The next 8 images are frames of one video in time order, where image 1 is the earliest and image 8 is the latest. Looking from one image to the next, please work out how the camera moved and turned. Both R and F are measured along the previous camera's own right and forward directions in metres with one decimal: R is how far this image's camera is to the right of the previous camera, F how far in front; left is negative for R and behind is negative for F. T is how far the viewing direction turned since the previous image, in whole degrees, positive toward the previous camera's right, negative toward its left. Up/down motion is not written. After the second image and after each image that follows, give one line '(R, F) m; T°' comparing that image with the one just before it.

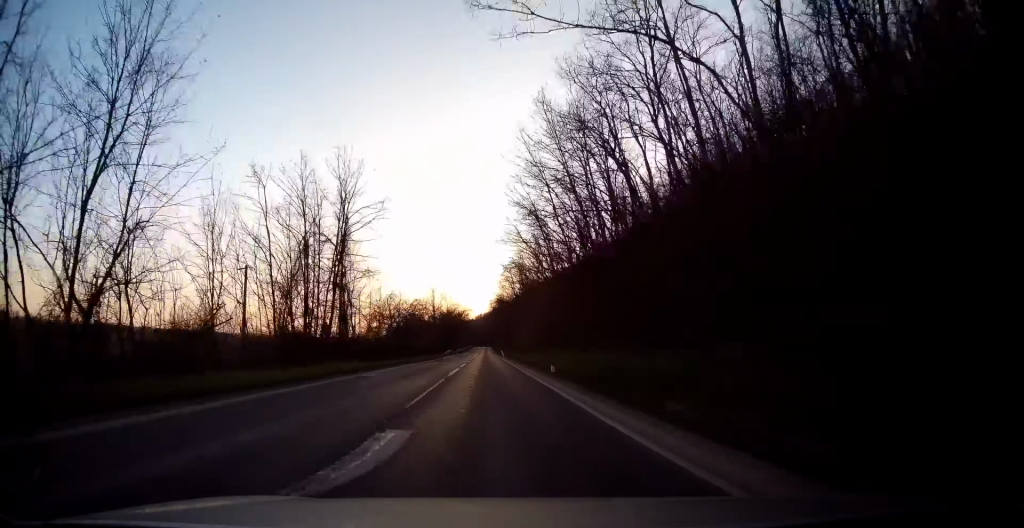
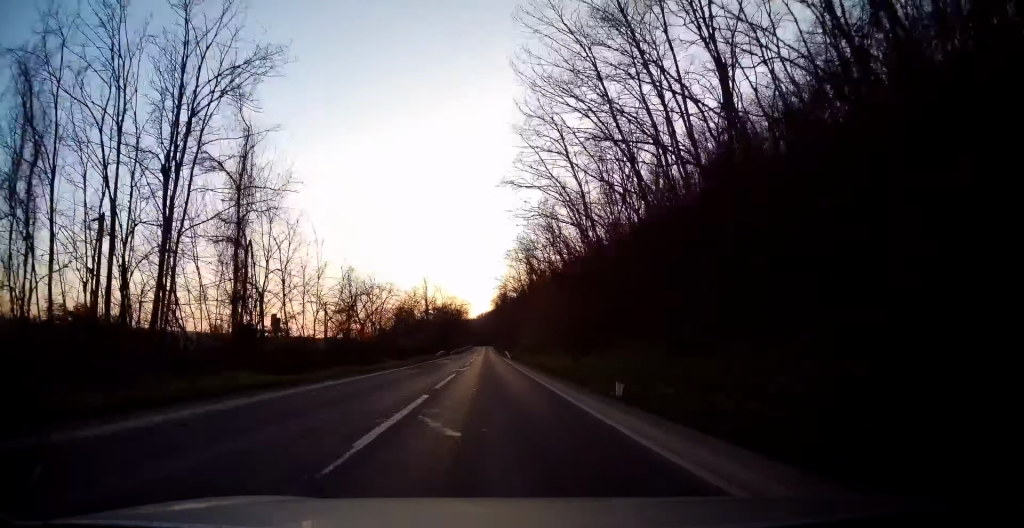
(0.0, +16.9) m; 0°
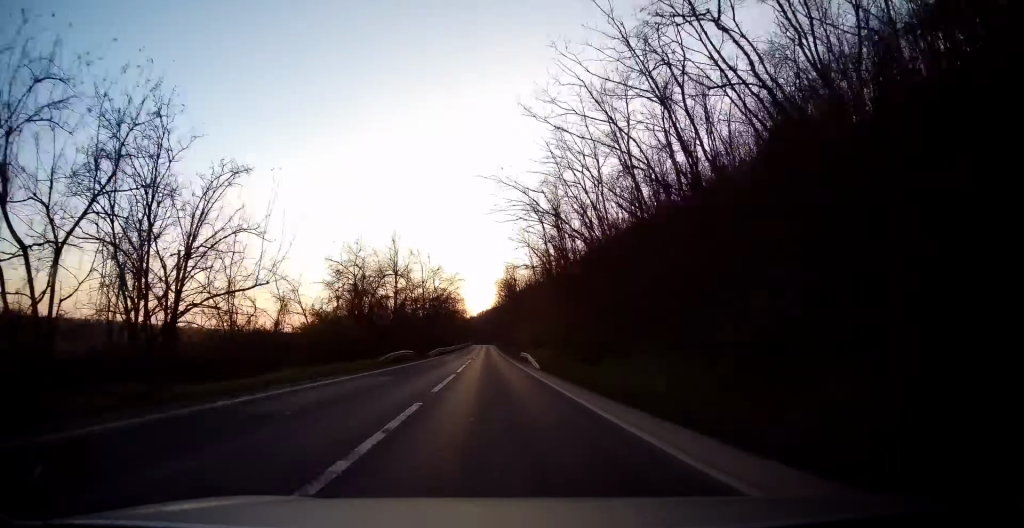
(0.0, +35.9) m; 0°
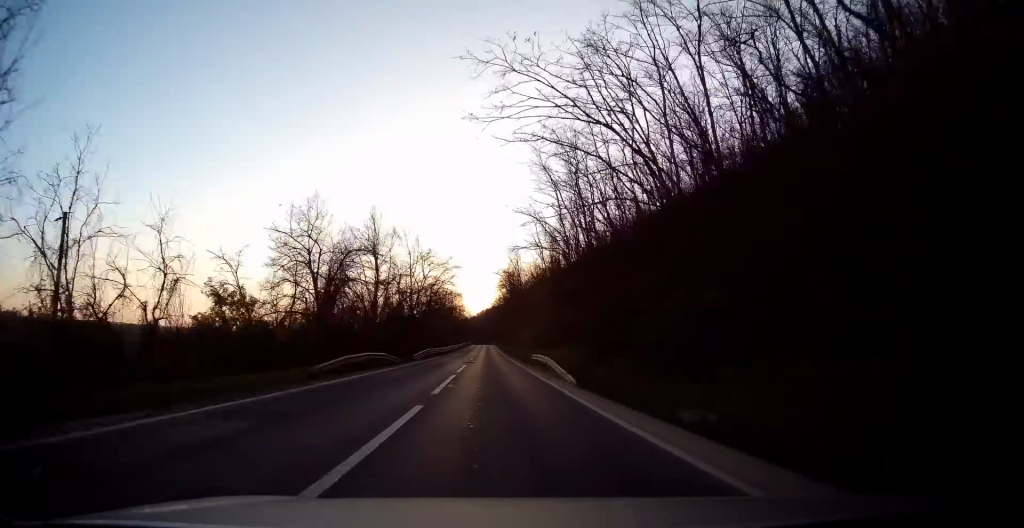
(0.0, +11.8) m; 0°
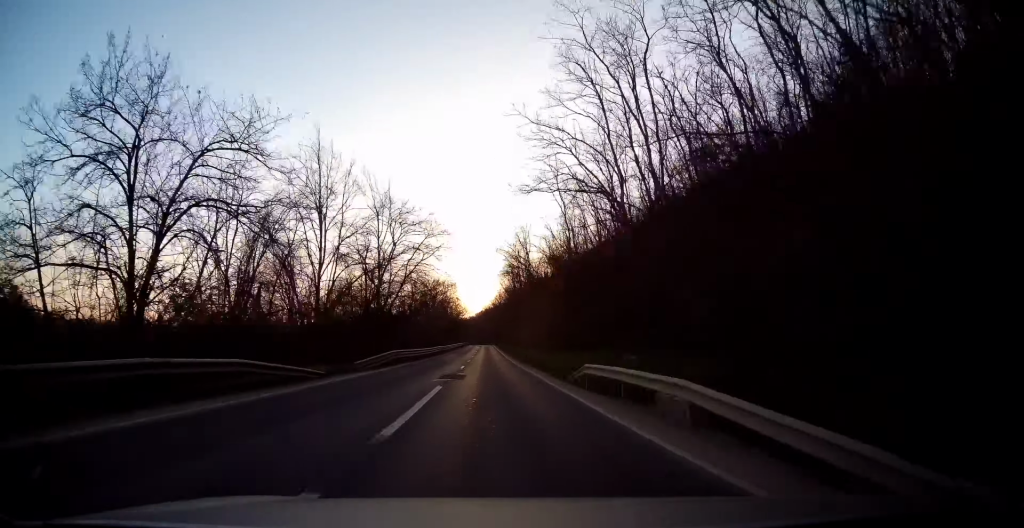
(0.0, +18.1) m; 0°
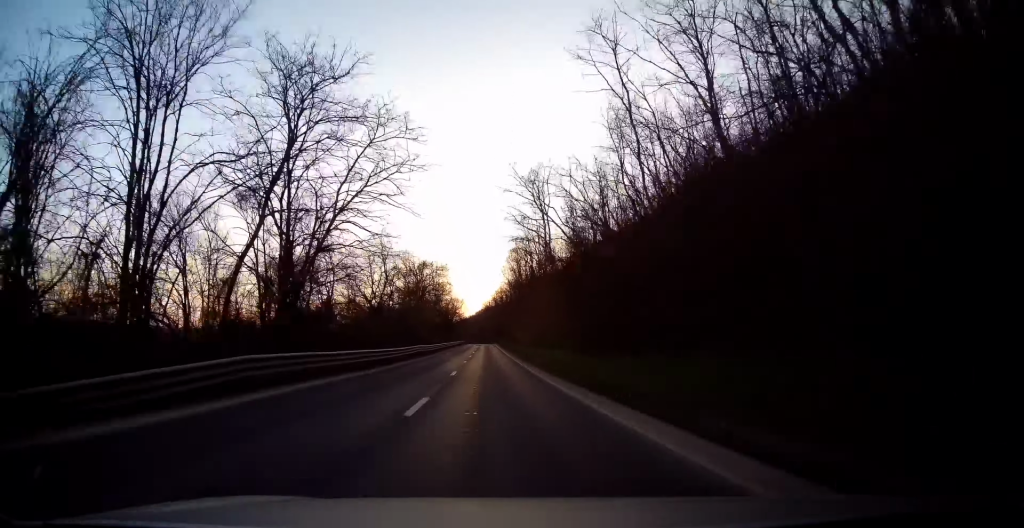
(0.0, +20.2) m; 0°
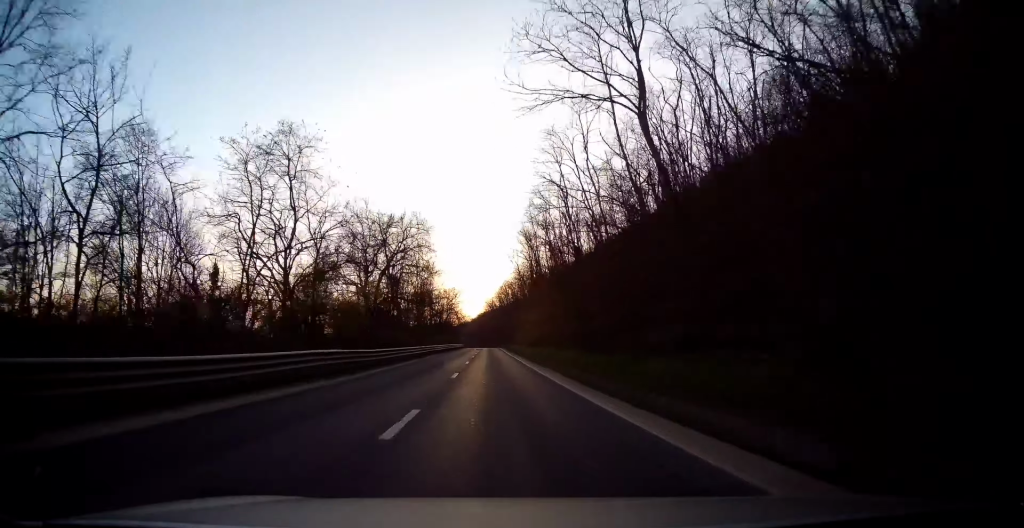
(-0.1, +27.1) m; 0°
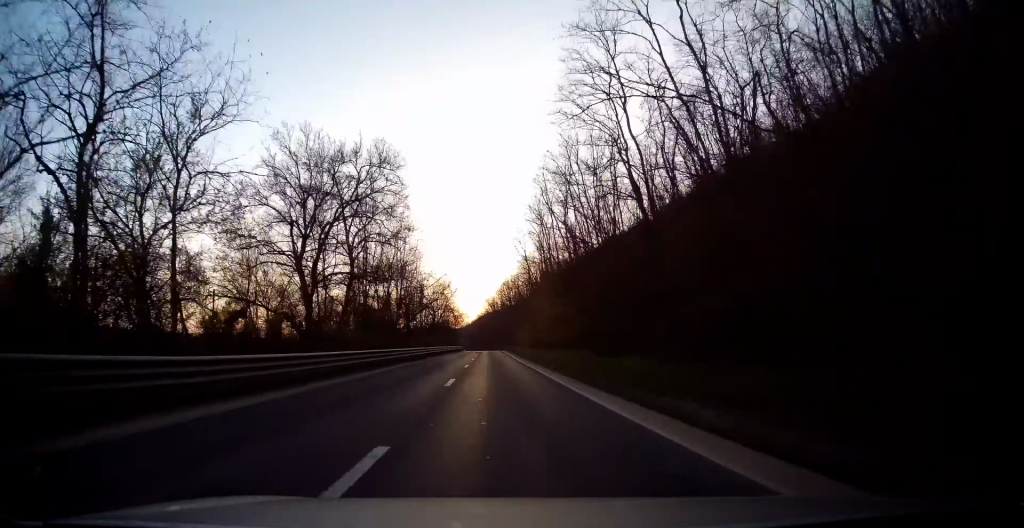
(0.0, +16.0) m; 0°
